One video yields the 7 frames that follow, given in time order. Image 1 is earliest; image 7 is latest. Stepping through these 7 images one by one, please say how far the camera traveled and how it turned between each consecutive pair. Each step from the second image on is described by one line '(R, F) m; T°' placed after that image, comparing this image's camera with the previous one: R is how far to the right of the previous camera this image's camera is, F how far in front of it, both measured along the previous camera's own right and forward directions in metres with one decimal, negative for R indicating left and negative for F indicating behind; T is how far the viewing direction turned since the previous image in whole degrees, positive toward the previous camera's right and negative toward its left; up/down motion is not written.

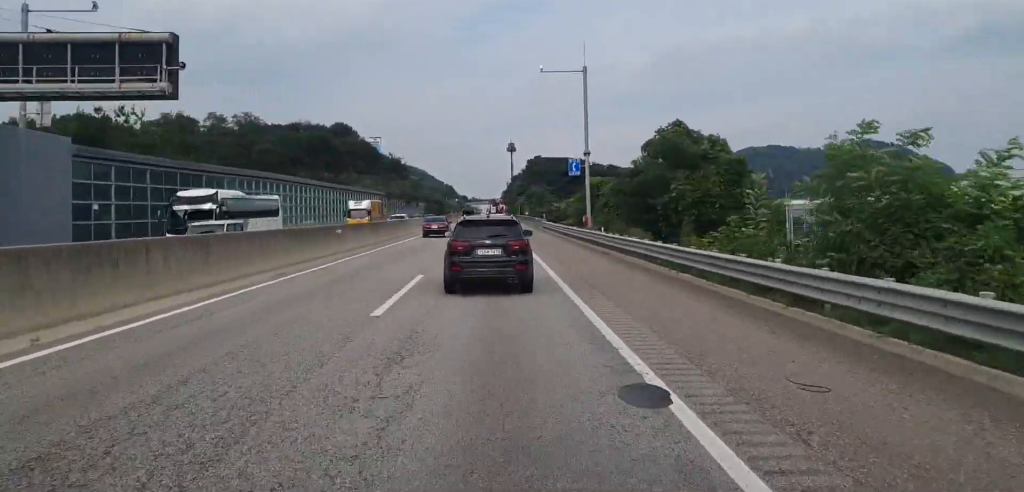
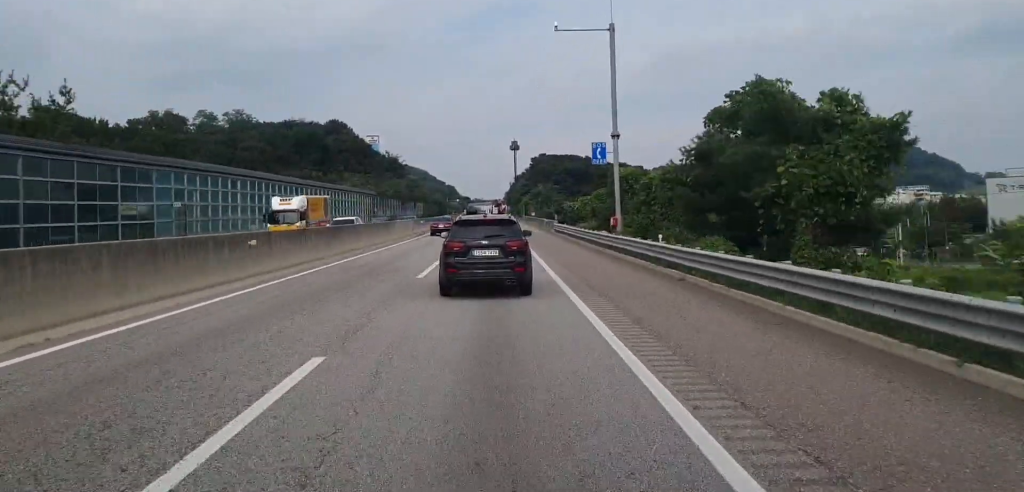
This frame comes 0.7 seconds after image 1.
(-0.2, +12.5) m; -1°
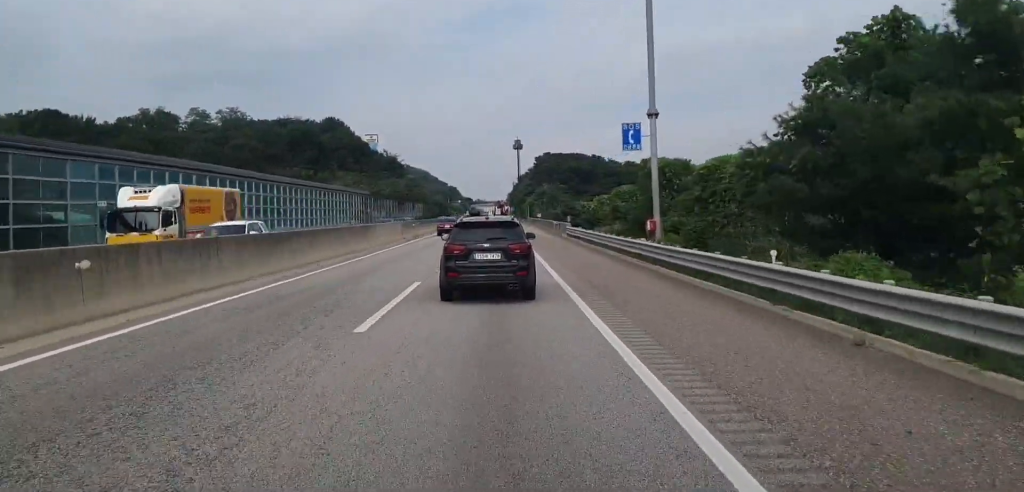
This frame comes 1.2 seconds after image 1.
(-0.1, +9.6) m; -1°
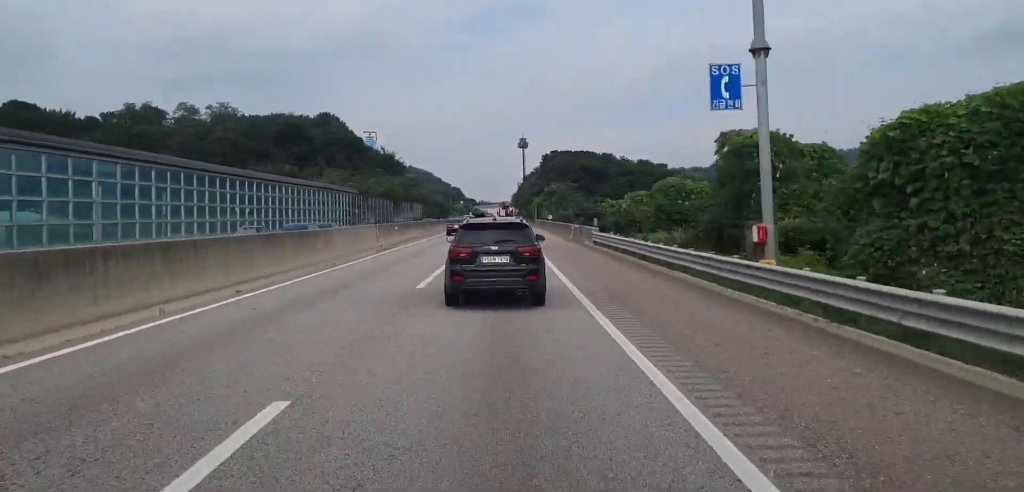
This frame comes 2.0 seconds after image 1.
(0.0, +13.1) m; 0°
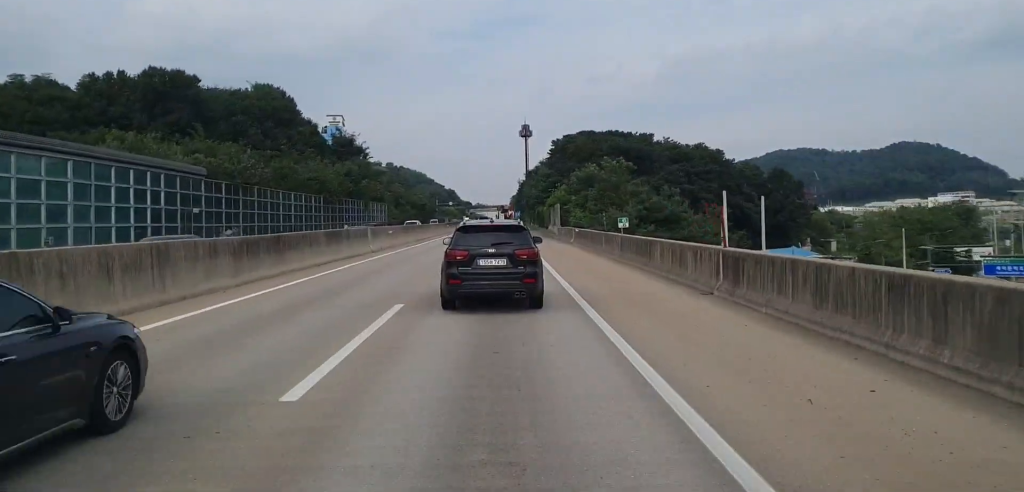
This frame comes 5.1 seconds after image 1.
(+0.2, +55.3) m; 0°
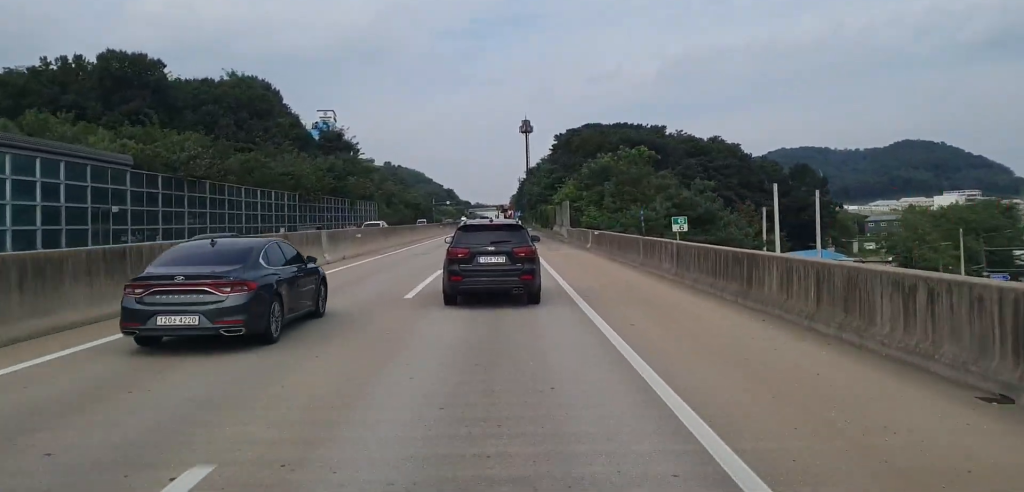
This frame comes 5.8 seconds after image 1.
(0.0, +9.4) m; 0°
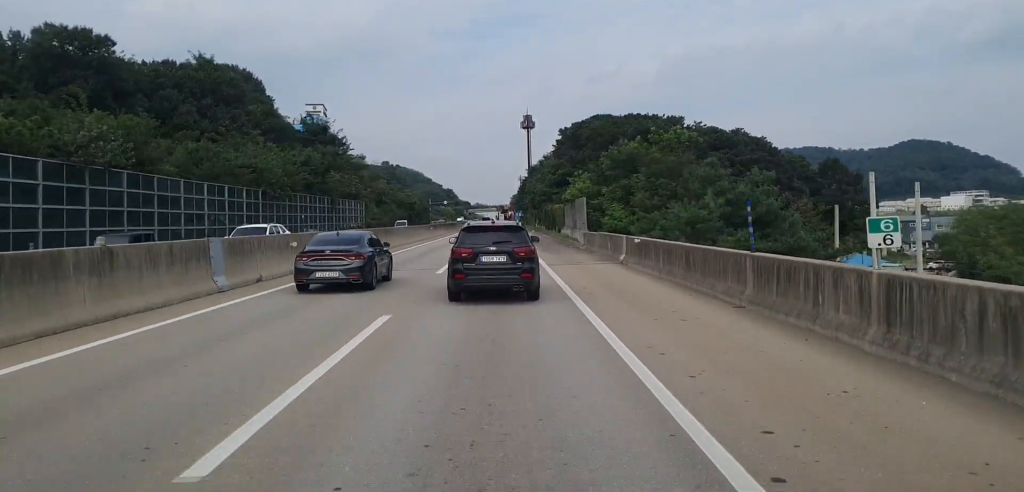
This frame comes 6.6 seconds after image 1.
(0.0, +10.8) m; +1°
